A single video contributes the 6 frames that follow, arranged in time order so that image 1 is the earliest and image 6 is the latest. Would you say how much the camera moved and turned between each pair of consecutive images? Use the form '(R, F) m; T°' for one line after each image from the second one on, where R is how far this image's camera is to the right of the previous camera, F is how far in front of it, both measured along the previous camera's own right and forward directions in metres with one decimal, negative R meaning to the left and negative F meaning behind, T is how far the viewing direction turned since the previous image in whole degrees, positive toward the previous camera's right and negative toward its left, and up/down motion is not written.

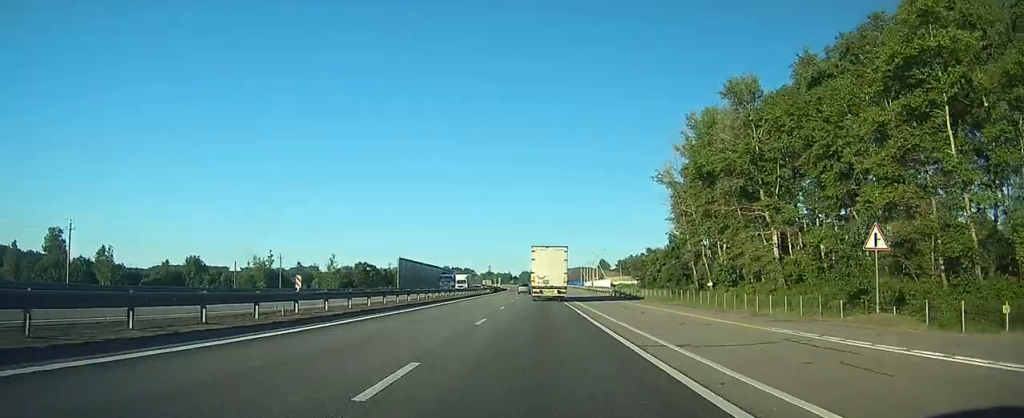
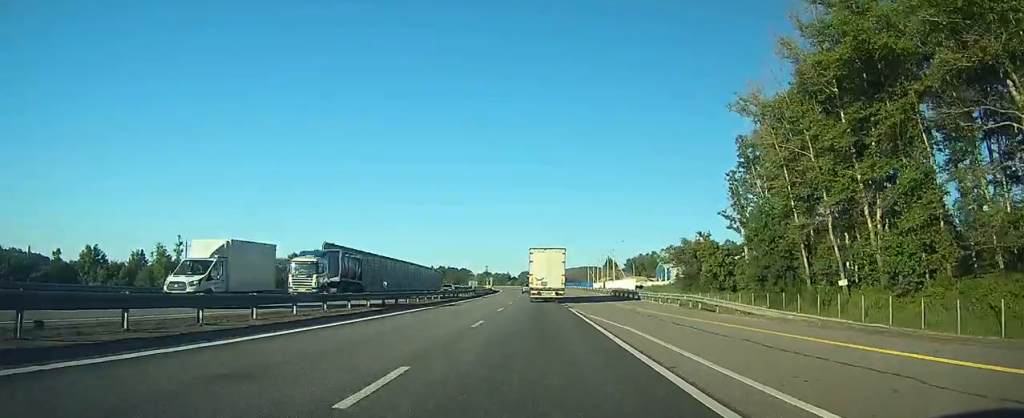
(0.0, +36.4) m; 0°
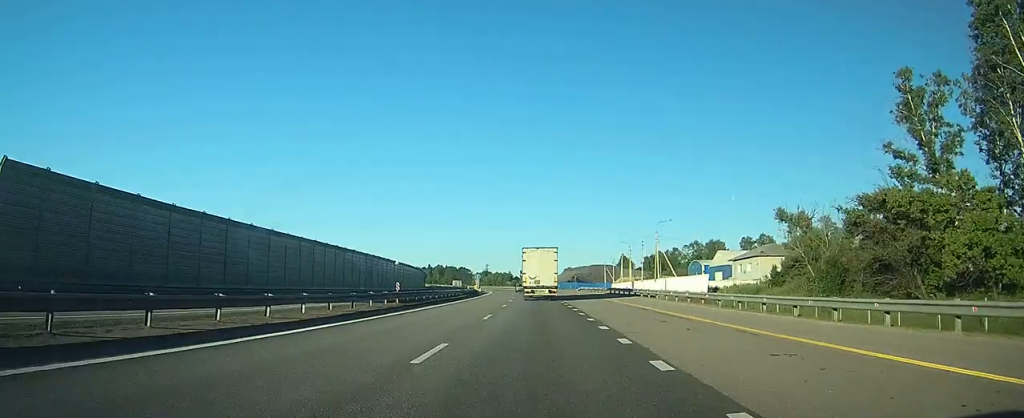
(-0.4, +44.5) m; -1°
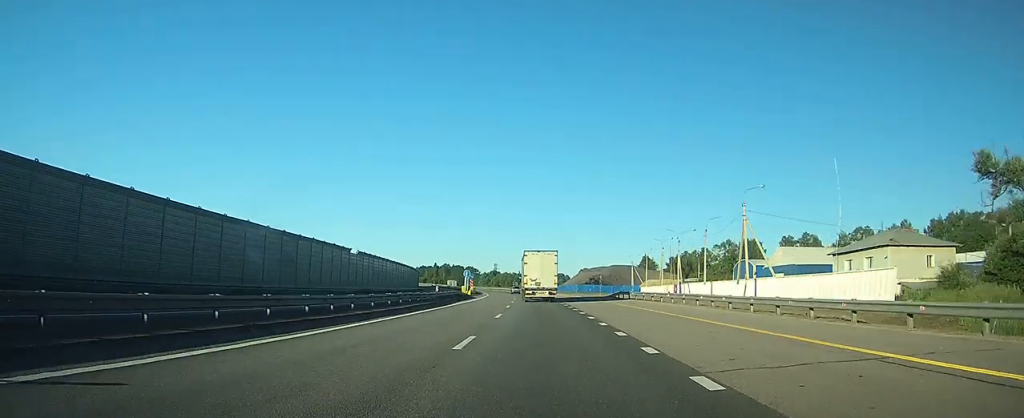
(0.0, +34.0) m; 0°
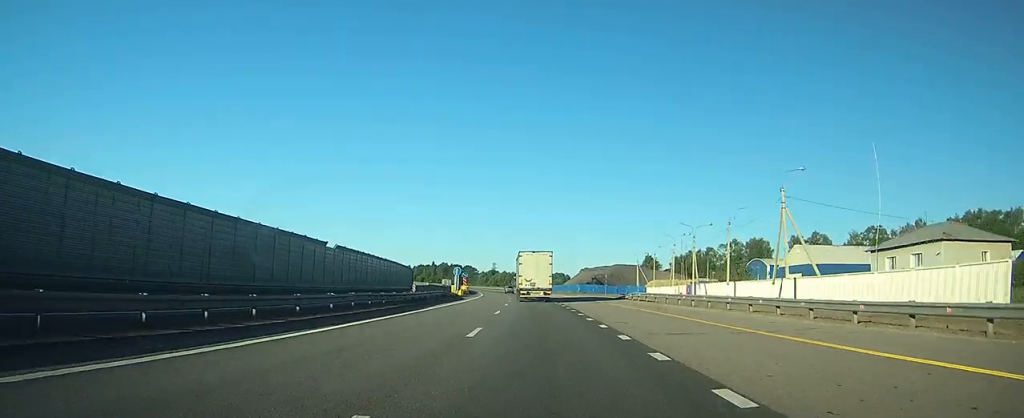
(0.0, +9.2) m; 0°
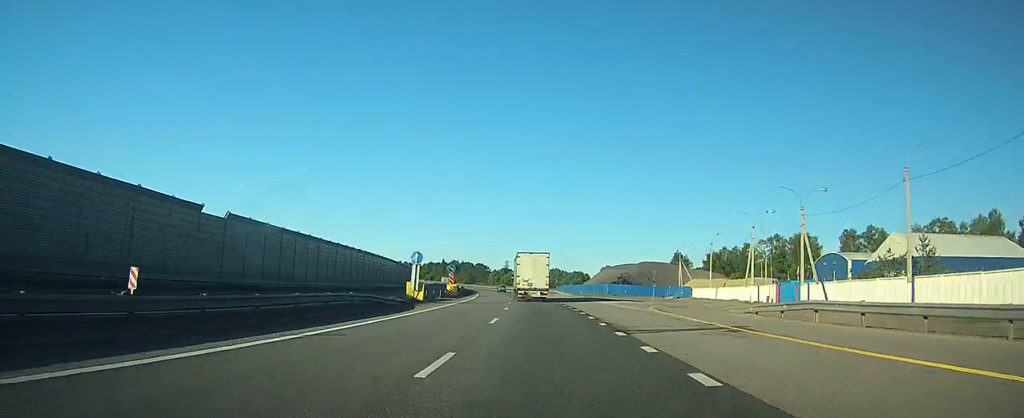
(-0.2, +30.7) m; -1°
